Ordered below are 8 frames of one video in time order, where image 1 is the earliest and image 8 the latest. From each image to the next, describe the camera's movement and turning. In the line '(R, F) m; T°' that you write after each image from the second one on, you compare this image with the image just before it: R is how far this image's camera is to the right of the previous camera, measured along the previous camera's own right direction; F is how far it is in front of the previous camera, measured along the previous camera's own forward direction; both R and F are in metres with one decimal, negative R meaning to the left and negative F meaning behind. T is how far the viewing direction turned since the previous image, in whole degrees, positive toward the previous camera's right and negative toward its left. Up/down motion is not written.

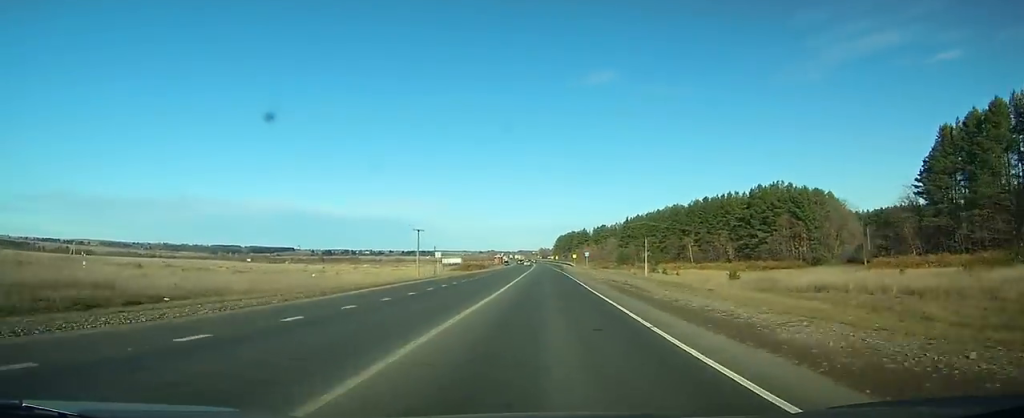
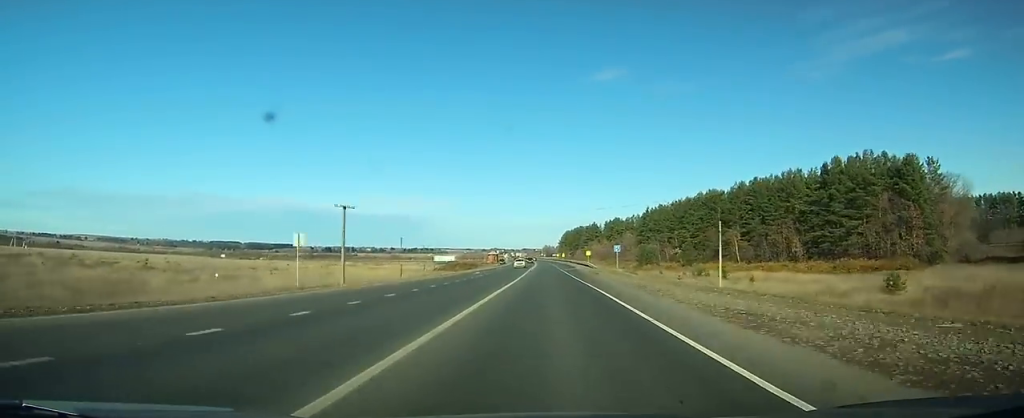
(-0.4, +44.2) m; -1°
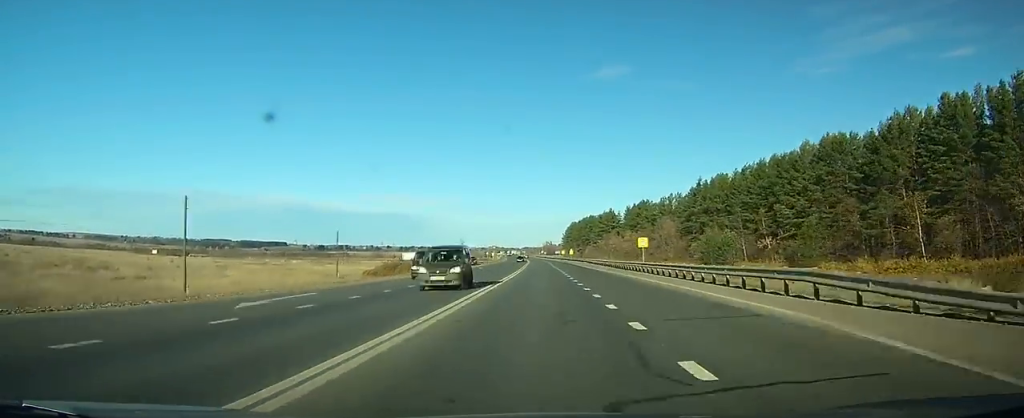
(-0.7, +78.2) m; -1°
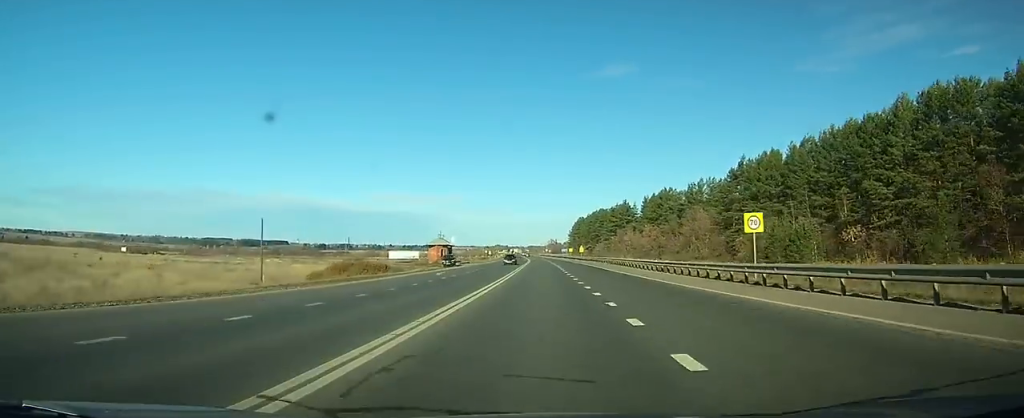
(+0.1, +31.4) m; 0°
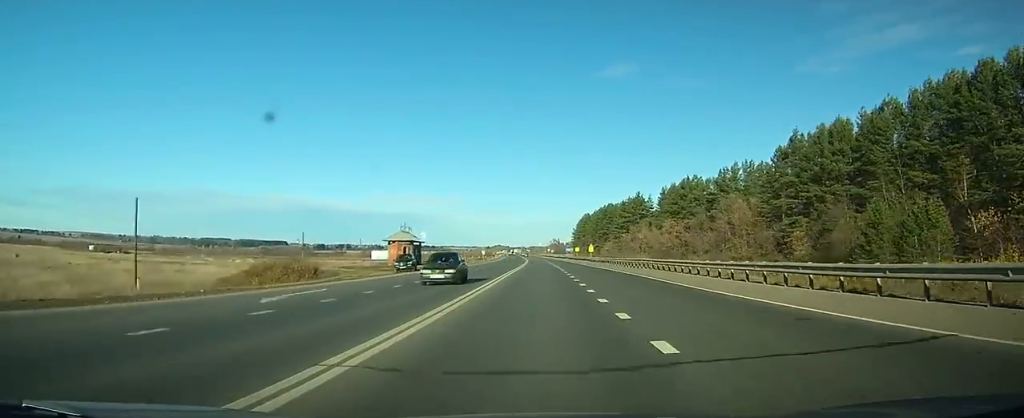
(+0.1, +27.5) m; 0°
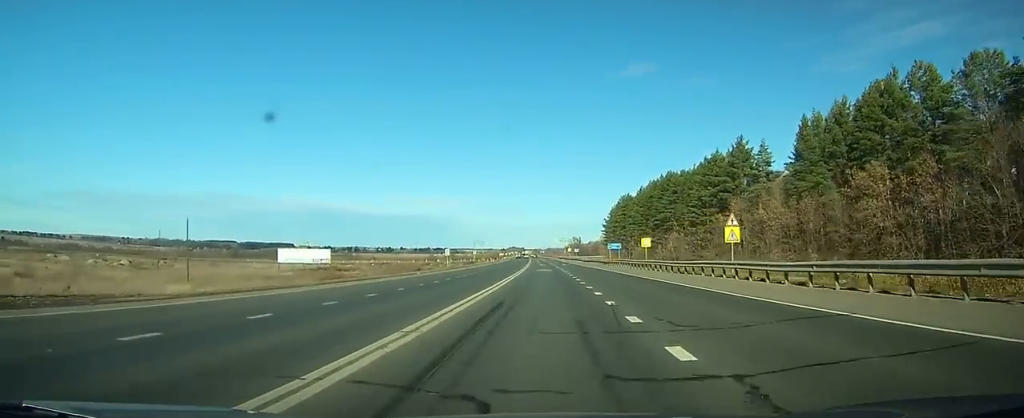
(-0.8, +91.1) m; -2°
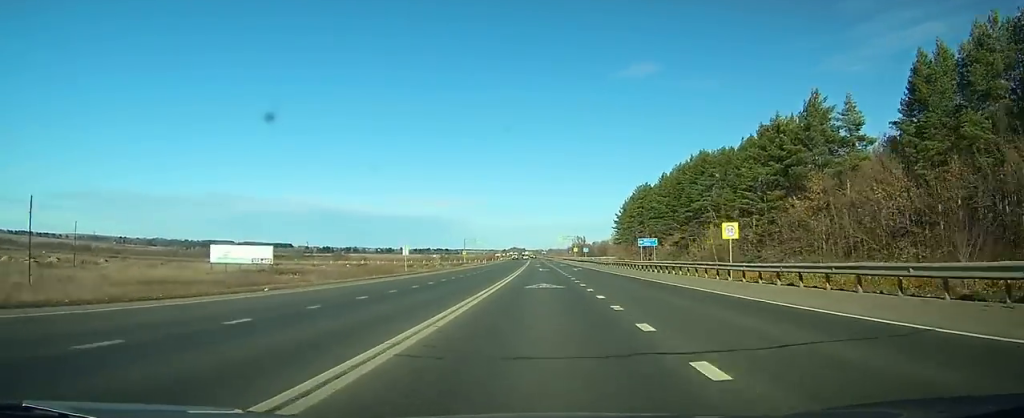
(-0.3, +30.4) m; -1°
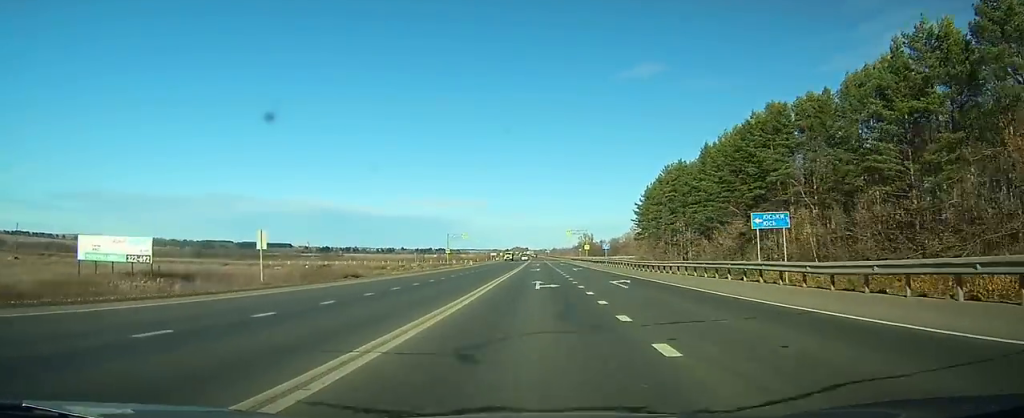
(-0.3, +37.4) m; -1°
